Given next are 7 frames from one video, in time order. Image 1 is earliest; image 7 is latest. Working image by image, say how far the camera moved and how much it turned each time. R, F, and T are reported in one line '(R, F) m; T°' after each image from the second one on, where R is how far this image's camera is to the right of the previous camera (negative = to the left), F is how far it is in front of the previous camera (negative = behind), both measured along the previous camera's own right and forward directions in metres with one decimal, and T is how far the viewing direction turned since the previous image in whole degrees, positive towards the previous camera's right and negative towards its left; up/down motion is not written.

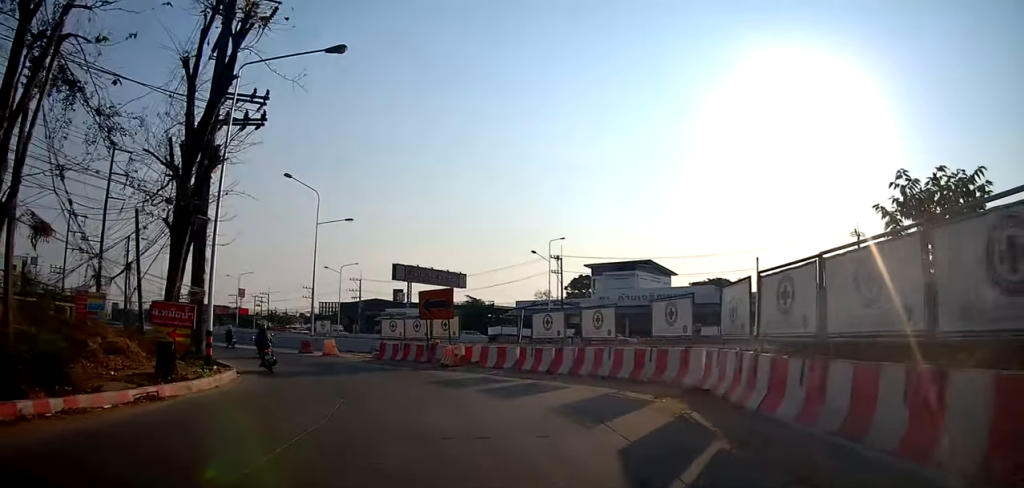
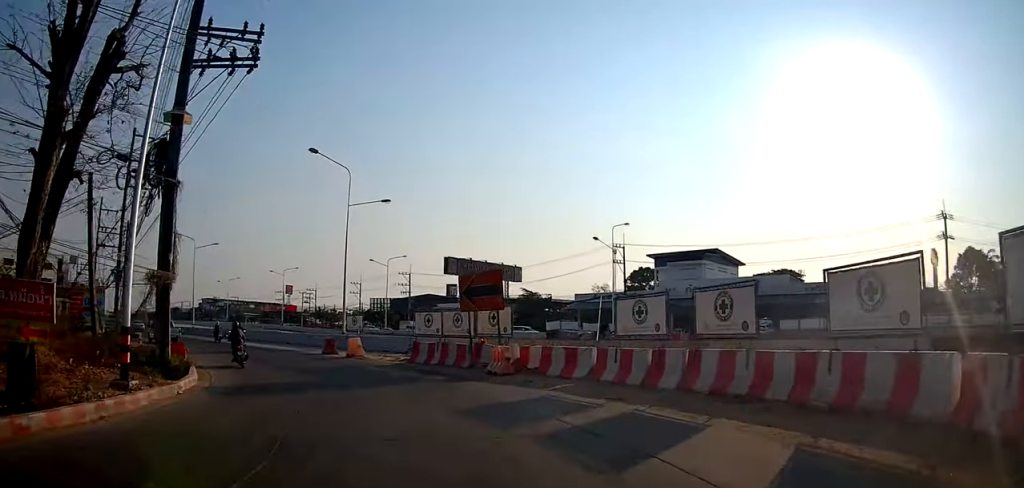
(-0.4, +5.8) m; -7°
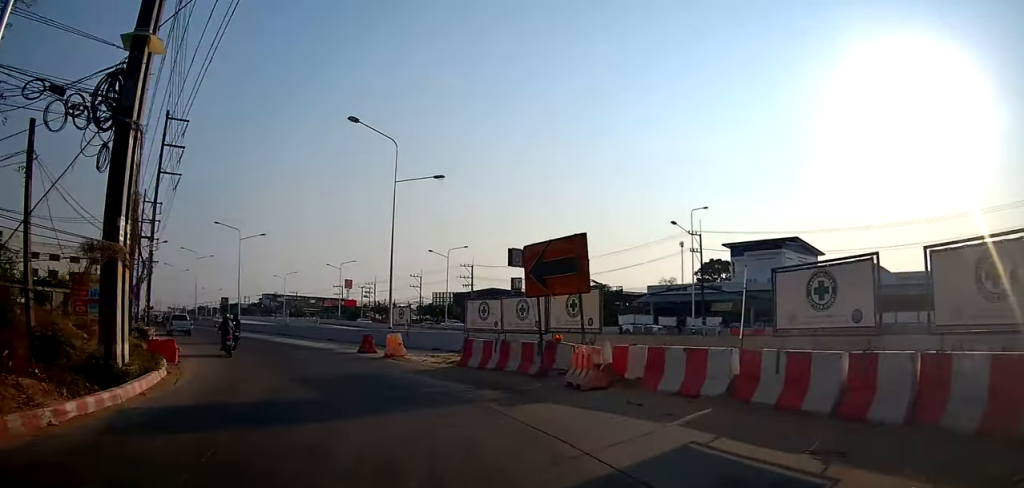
(-0.3, +5.2) m; -7°
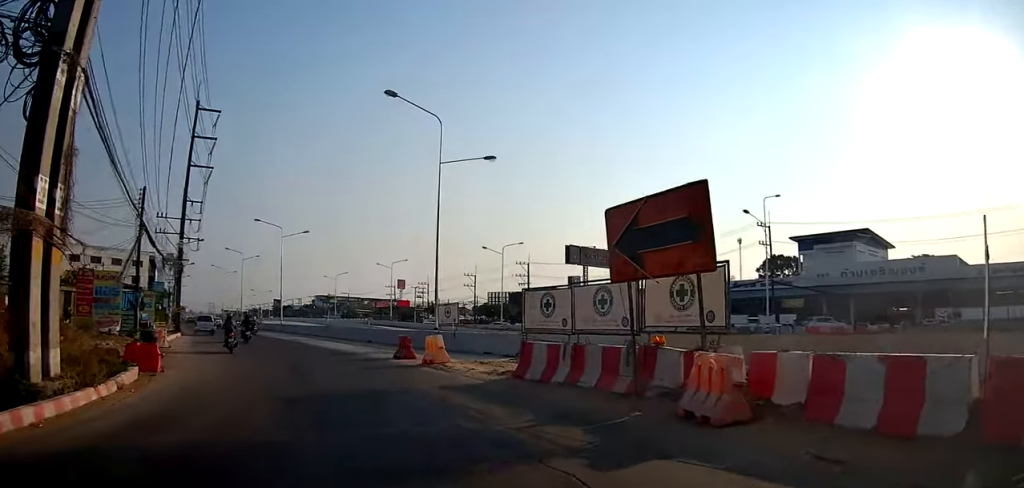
(-0.2, +4.1) m; -5°
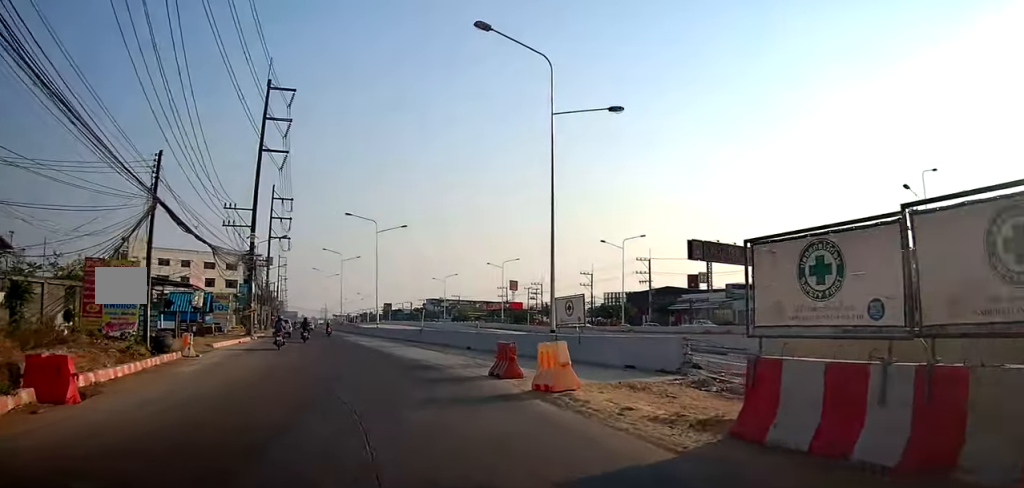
(-0.4, +7.2) m; -5°
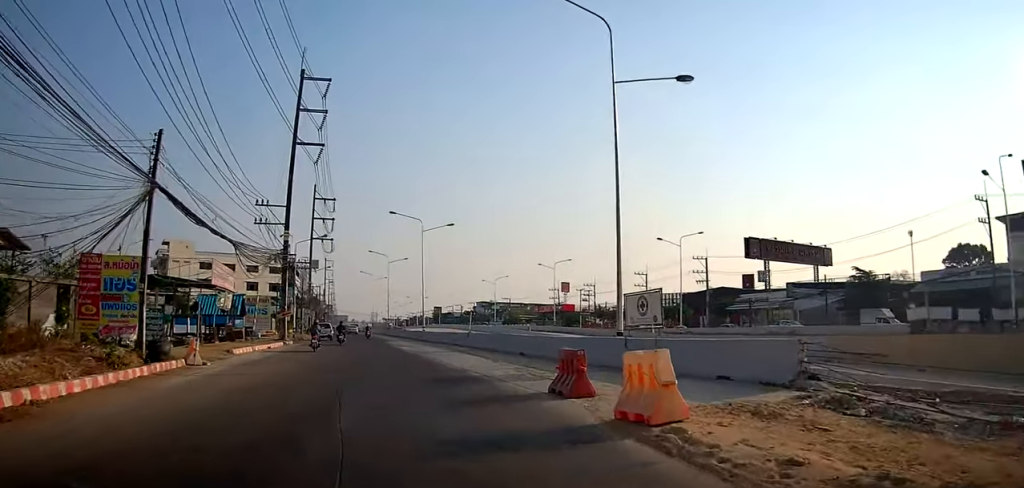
(-0.1, +3.2) m; -6°
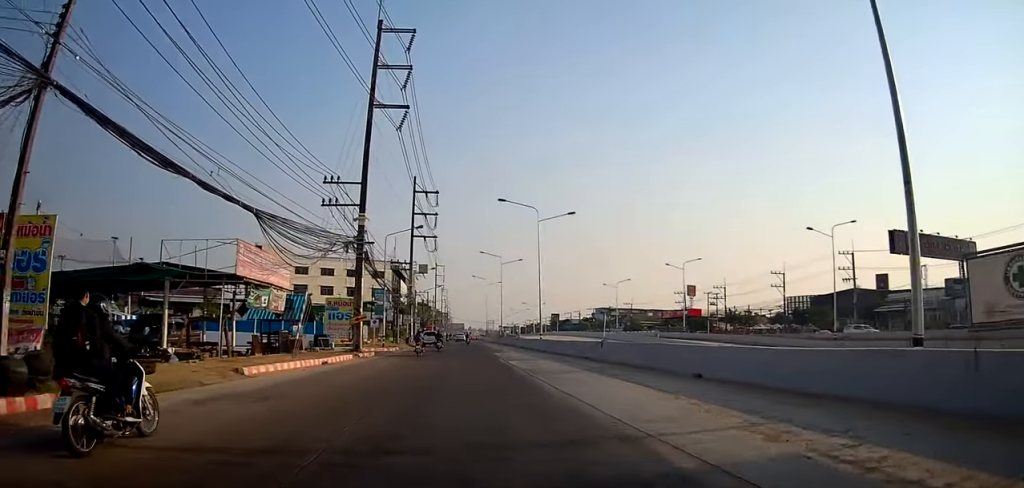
(-1.5, +9.0) m; -15°
